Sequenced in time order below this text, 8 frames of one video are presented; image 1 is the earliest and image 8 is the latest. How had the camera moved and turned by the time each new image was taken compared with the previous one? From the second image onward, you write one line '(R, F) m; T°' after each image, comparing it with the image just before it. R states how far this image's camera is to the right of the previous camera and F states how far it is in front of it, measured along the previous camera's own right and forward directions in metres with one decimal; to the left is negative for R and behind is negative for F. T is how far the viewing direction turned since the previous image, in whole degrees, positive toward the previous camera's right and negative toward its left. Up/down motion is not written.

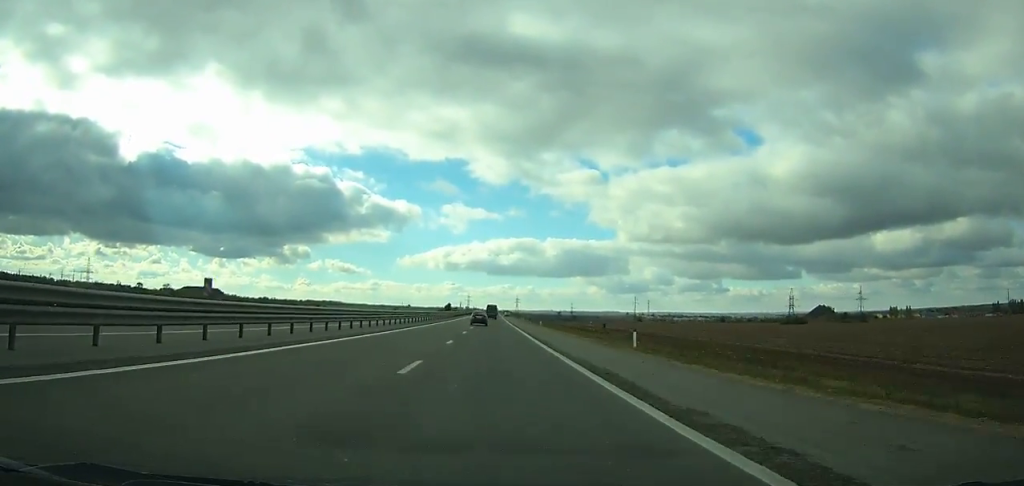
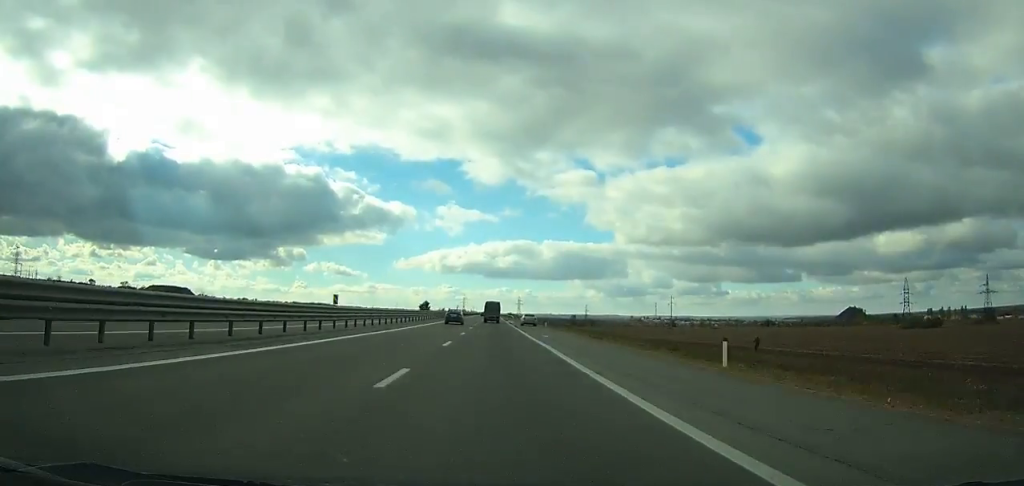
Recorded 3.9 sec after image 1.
(+0.1, +108.3) m; 0°
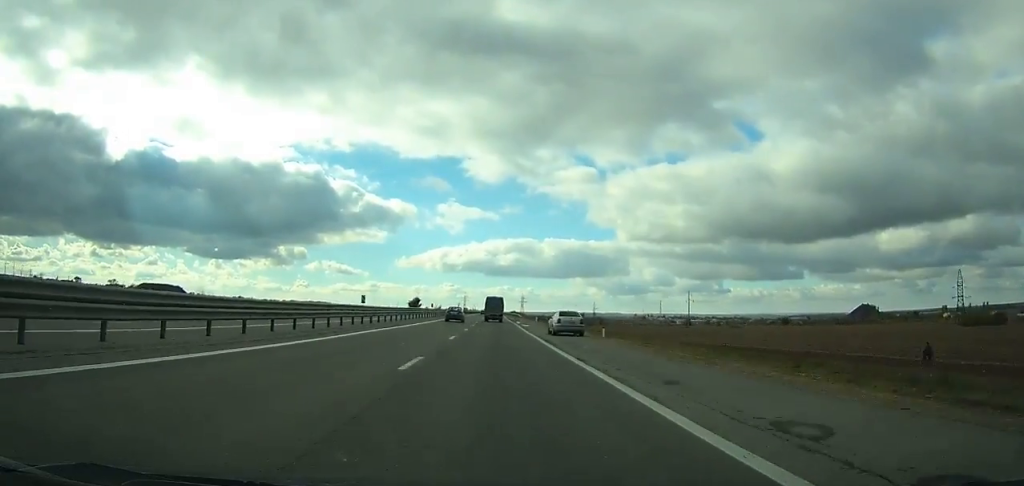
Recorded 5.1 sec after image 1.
(-0.1, +33.0) m; 0°
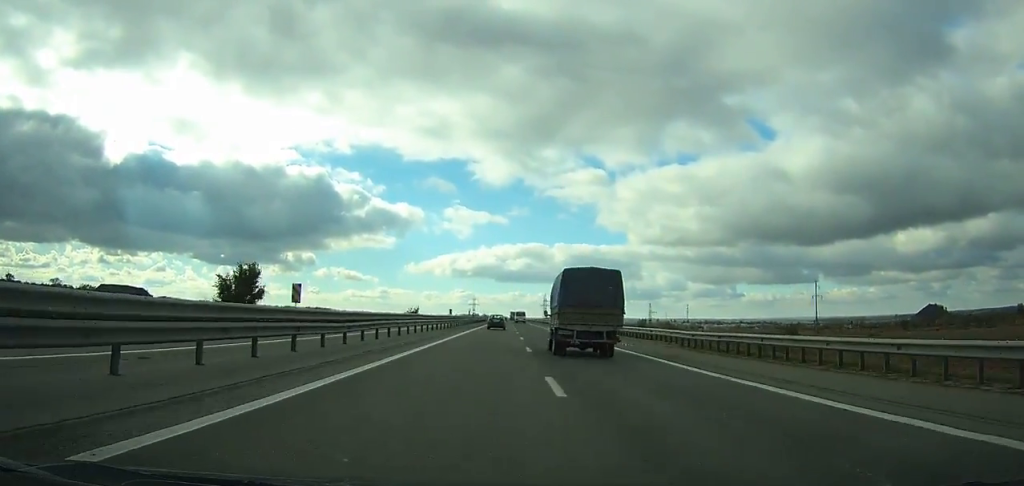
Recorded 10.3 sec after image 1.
(-1.6, +142.6) m; -1°
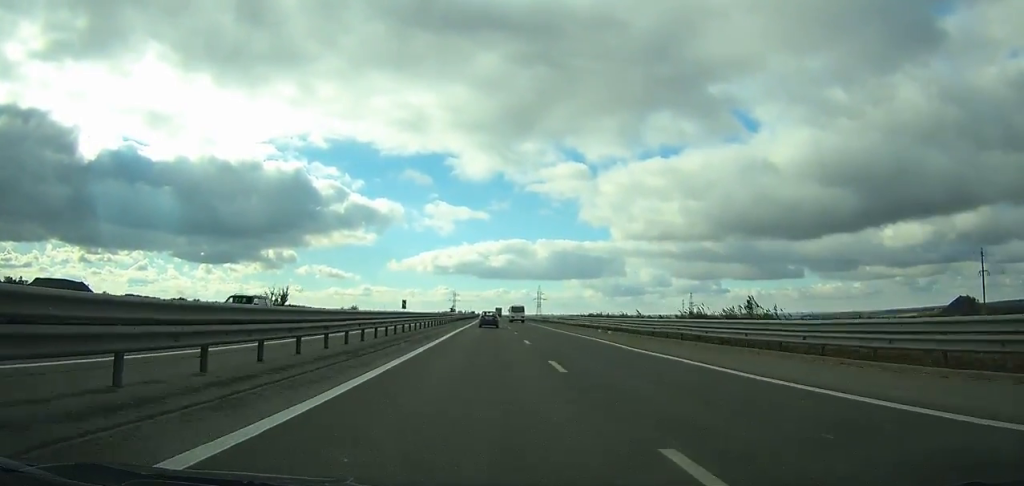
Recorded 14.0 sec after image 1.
(+1.1, +101.3) m; +1°
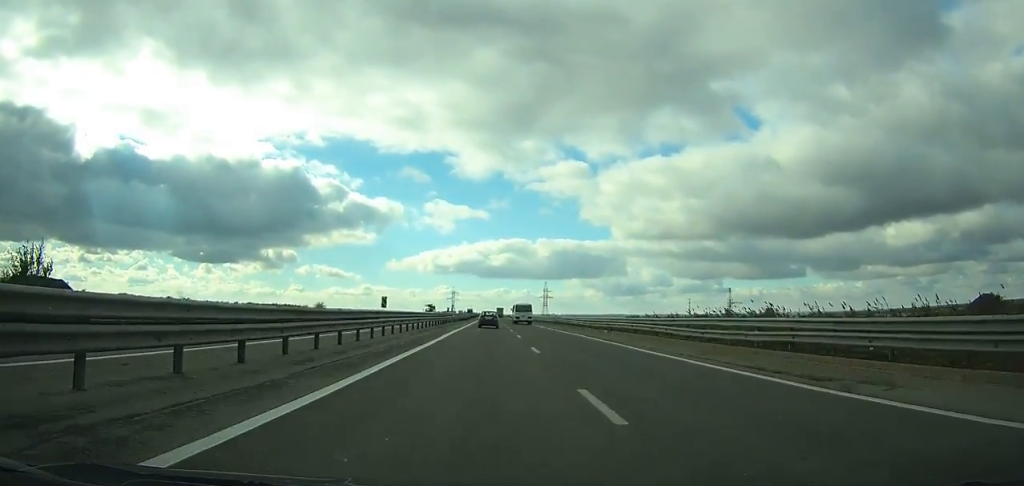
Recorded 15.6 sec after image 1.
(+0.4, +43.7) m; 0°
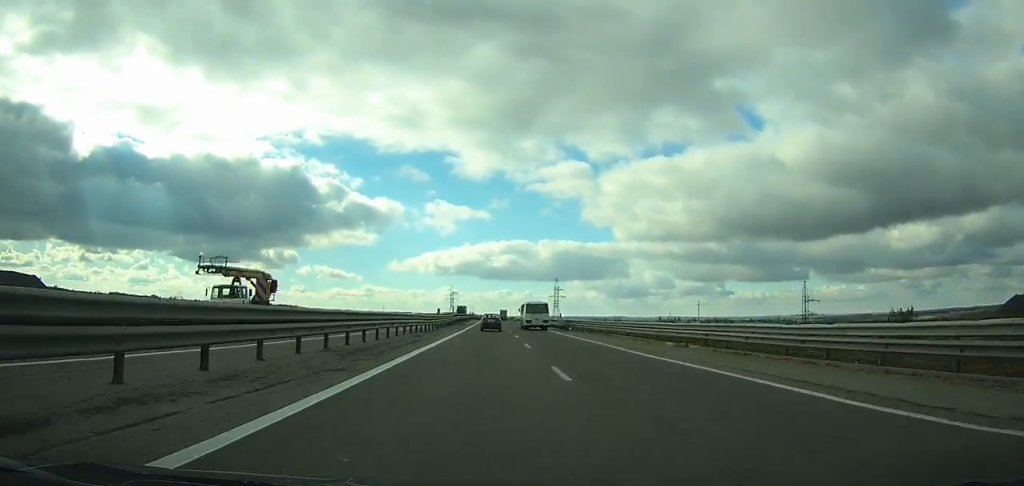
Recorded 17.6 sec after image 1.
(-0.2, +54.7) m; 0°
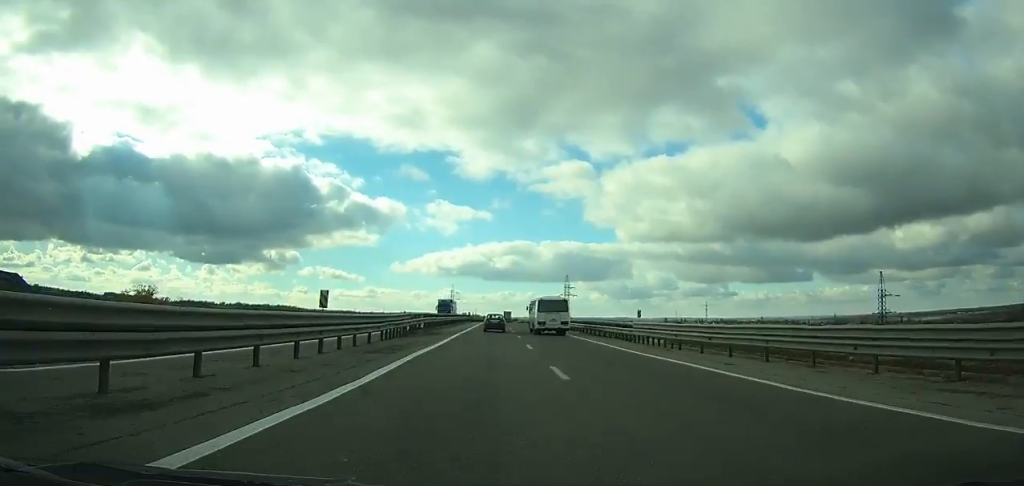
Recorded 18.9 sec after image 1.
(0.0, +35.5) m; 0°
